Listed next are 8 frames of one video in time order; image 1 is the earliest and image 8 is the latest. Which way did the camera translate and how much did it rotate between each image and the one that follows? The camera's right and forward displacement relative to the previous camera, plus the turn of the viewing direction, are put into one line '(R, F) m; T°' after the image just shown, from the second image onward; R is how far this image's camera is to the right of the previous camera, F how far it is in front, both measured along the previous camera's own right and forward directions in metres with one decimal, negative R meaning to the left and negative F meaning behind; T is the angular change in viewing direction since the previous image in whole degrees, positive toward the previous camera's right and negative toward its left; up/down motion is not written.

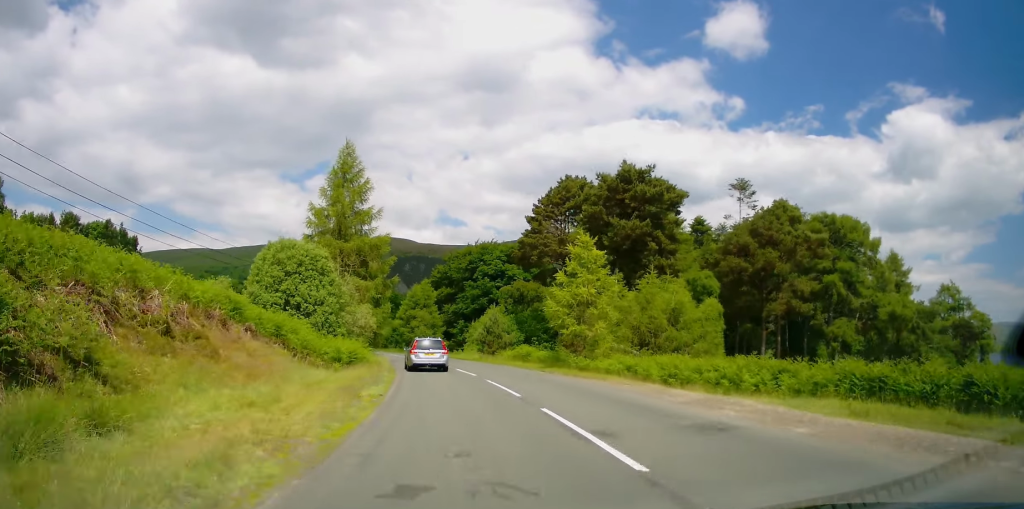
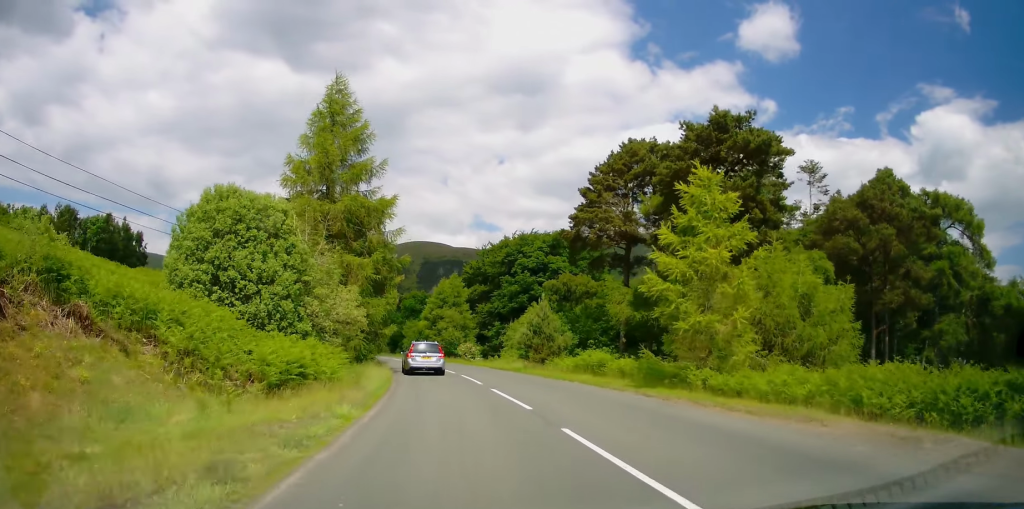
(-0.4, +12.0) m; -3°
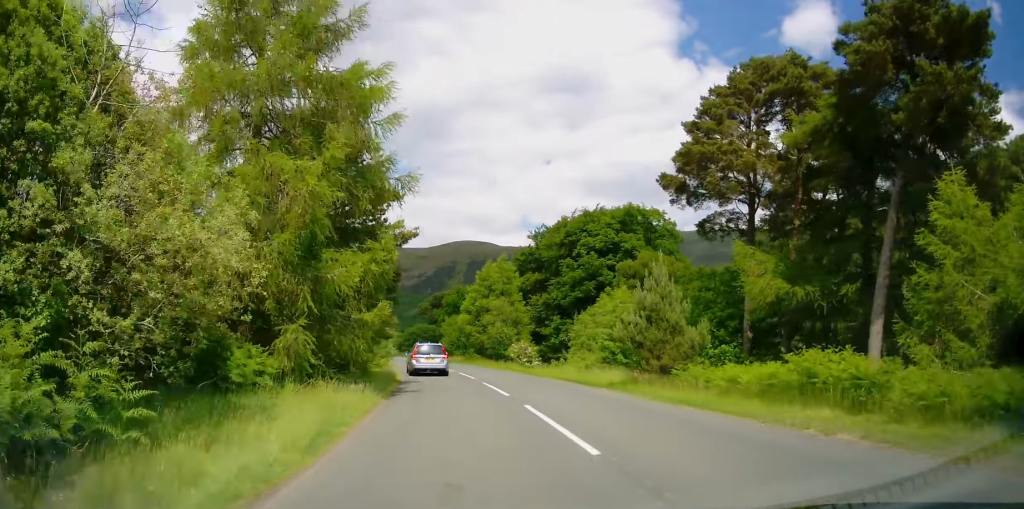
(-0.6, +14.7) m; -4°
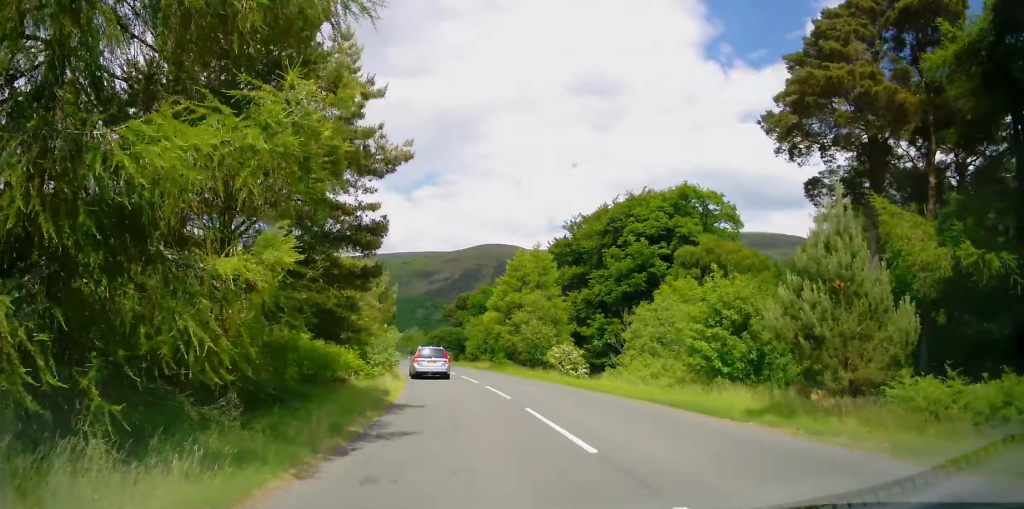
(-0.2, +9.2) m; -2°
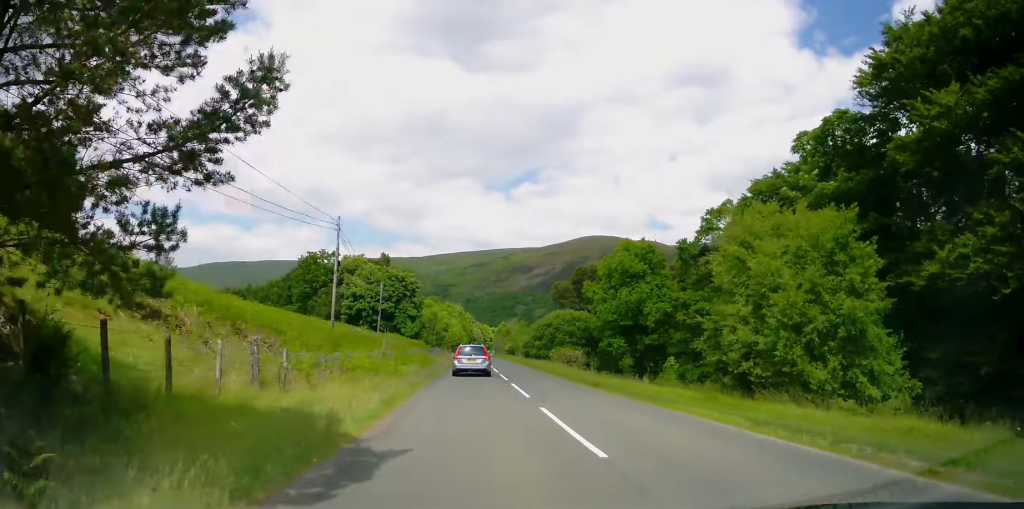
(-4.1, +48.1) m; -9°
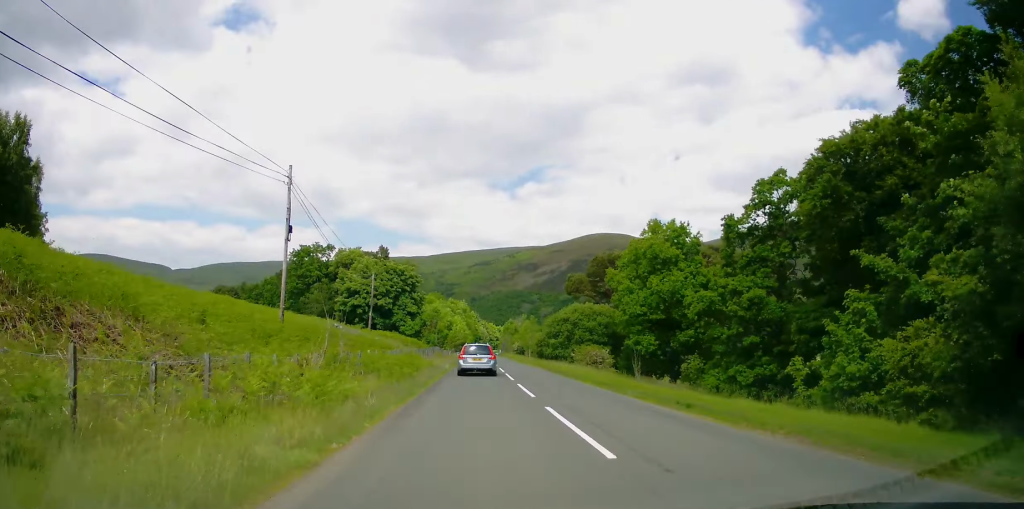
(-0.1, +9.7) m; -1°
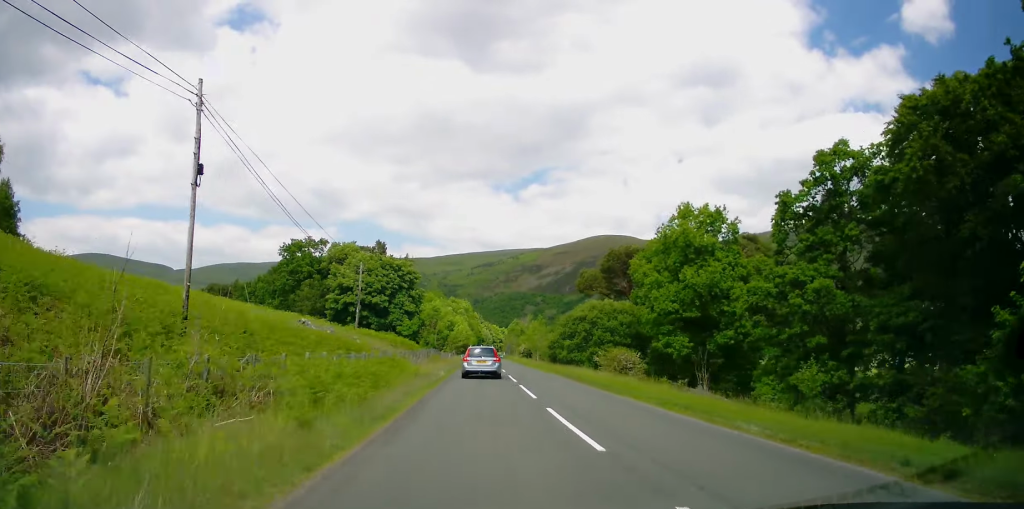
(-0.1, +8.5) m; -1°
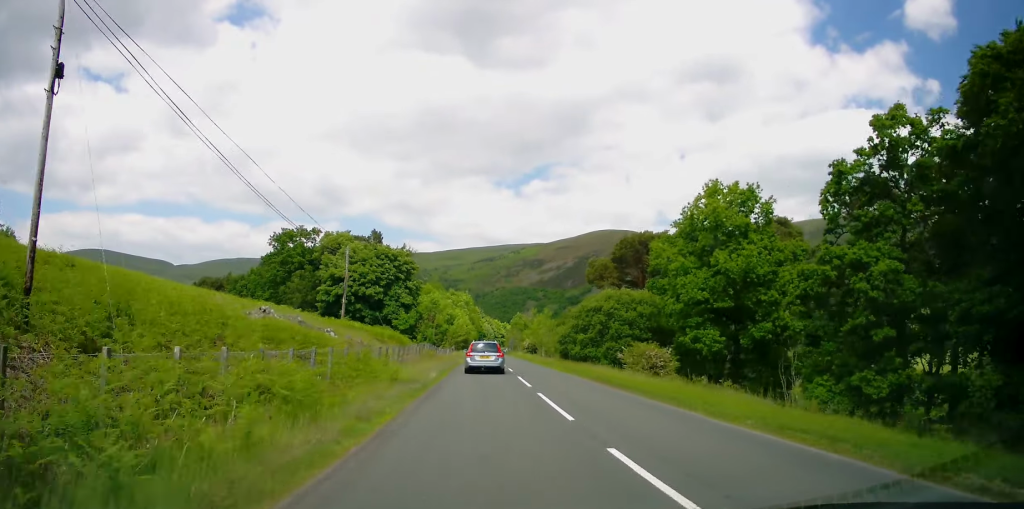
(-0.1, +6.4) m; 0°
